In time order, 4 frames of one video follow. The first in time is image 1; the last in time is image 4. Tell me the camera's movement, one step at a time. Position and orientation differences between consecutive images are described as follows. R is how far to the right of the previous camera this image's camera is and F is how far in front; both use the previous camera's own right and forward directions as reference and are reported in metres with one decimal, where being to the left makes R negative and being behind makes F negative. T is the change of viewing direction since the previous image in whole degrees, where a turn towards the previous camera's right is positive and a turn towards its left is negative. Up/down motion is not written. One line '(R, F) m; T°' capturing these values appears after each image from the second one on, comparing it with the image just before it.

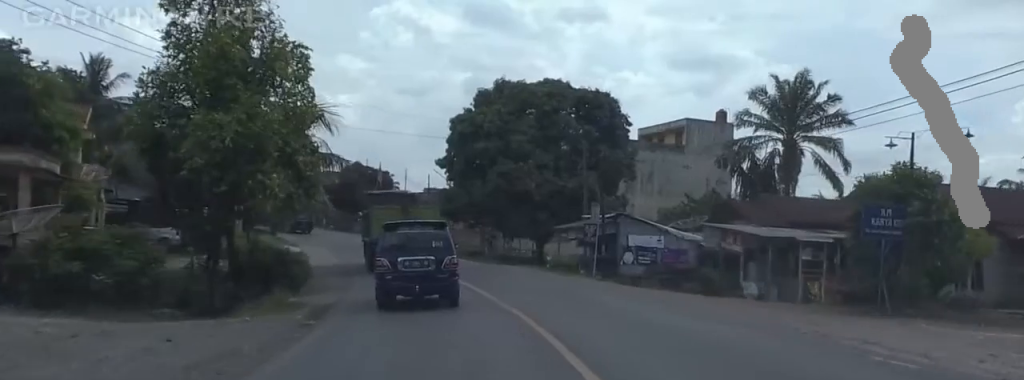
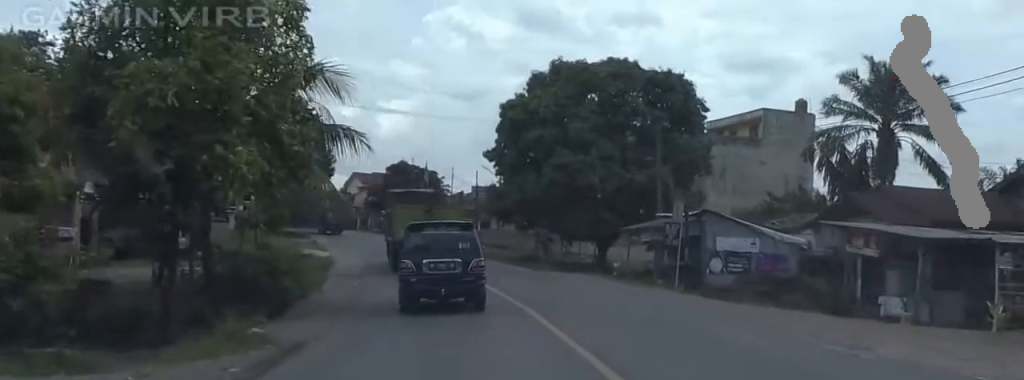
(-1.6, +7.6) m; -11°
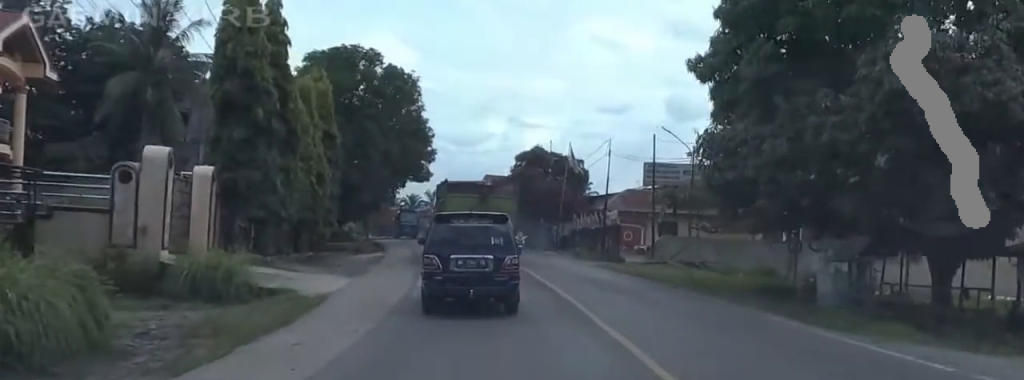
(+0.2, +28.0) m; +1°
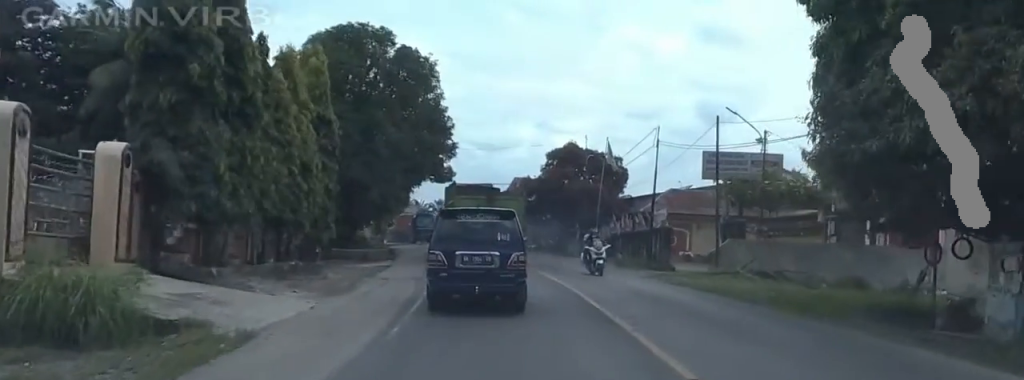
(-0.4, +7.0) m; -8°
